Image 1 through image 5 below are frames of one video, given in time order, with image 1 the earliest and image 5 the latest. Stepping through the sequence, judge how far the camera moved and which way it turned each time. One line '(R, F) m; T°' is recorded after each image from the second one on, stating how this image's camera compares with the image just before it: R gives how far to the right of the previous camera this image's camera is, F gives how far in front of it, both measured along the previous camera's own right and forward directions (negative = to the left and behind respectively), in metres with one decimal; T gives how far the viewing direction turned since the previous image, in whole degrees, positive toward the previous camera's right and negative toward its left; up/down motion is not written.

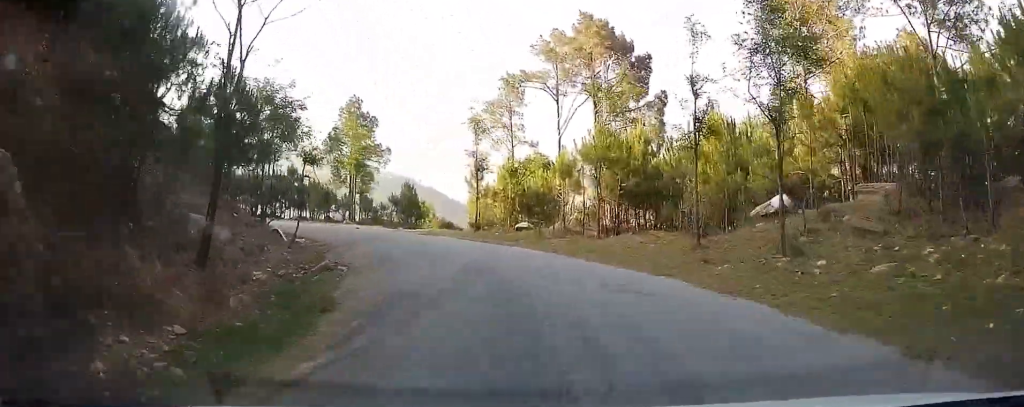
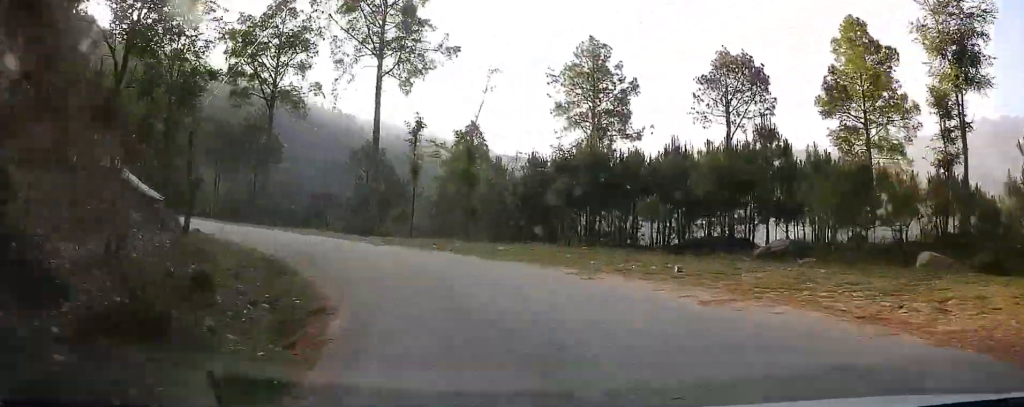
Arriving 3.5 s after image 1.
(-9.4, +27.8) m; -47°
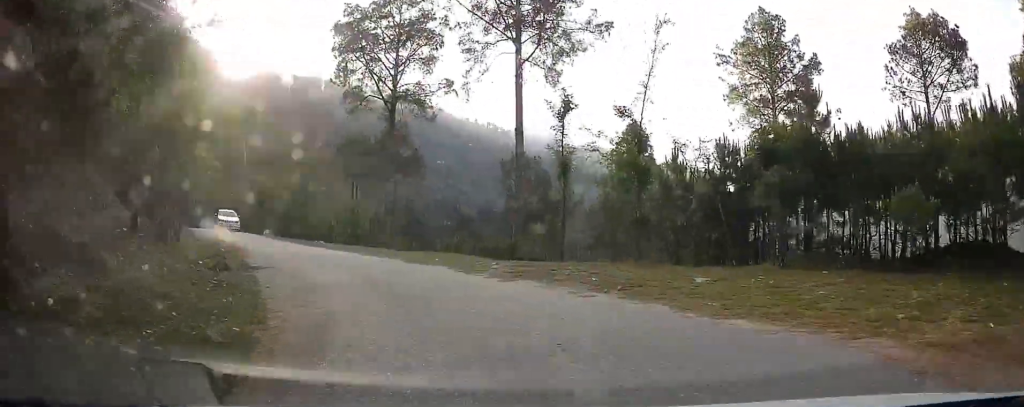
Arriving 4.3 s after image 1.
(-0.6, +6.8) m; -15°
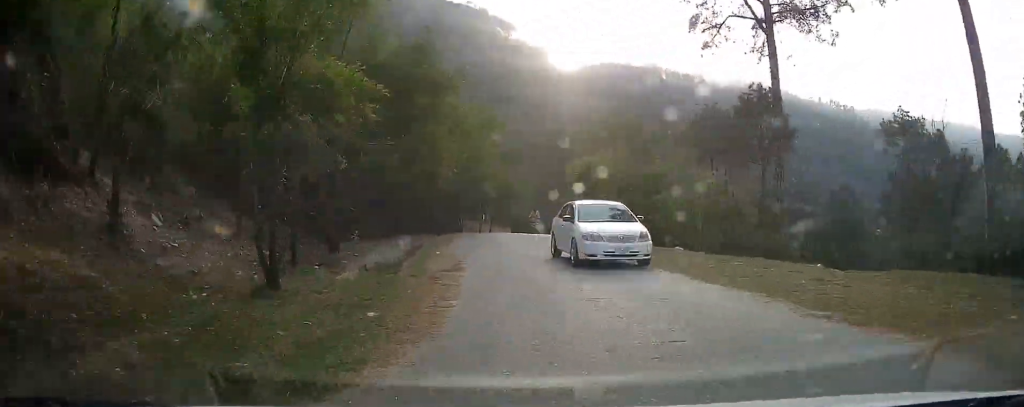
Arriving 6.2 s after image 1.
(-4.6, +14.4) m; -29°
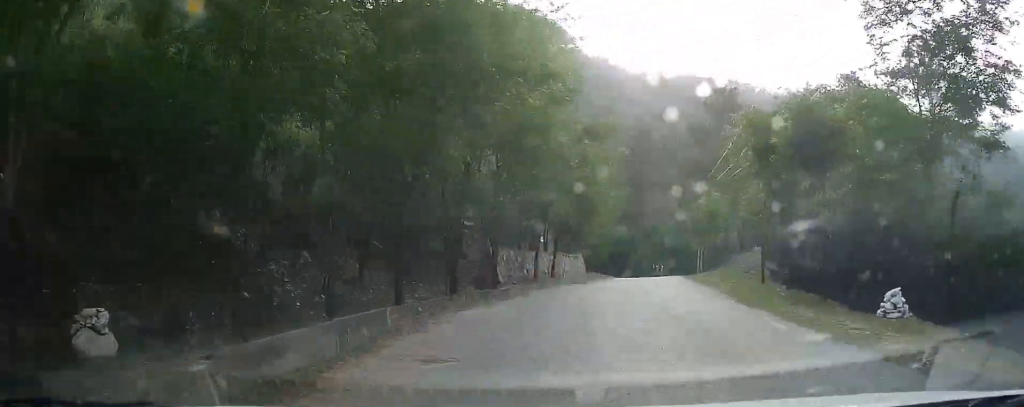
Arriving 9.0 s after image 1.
(-4.7, +22.7) m; -10°
